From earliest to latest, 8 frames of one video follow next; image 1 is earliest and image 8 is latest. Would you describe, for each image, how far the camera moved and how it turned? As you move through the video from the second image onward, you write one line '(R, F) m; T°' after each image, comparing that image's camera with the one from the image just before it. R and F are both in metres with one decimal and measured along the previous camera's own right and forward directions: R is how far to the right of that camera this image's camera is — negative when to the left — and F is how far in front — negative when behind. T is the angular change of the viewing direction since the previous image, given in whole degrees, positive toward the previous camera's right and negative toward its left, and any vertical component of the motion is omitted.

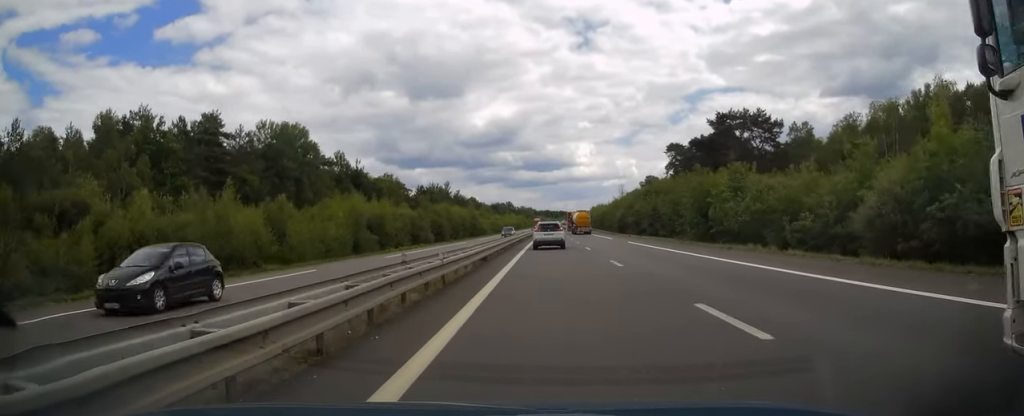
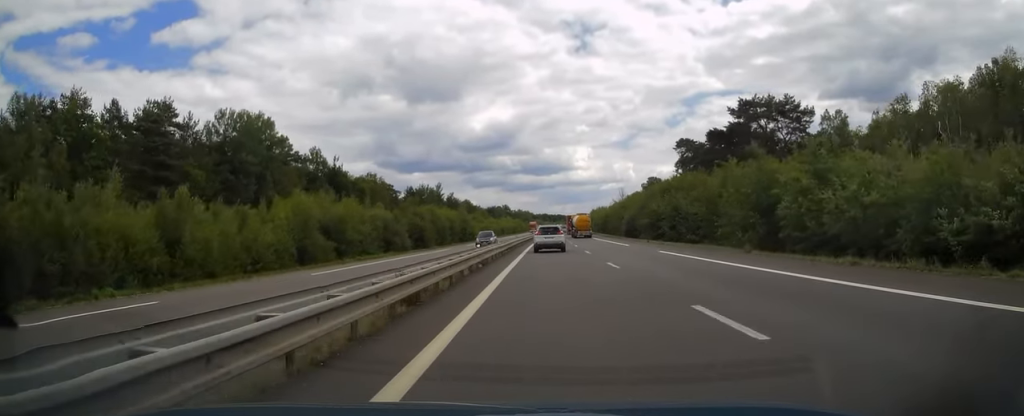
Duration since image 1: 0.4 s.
(0.0, +12.8) m; 0°
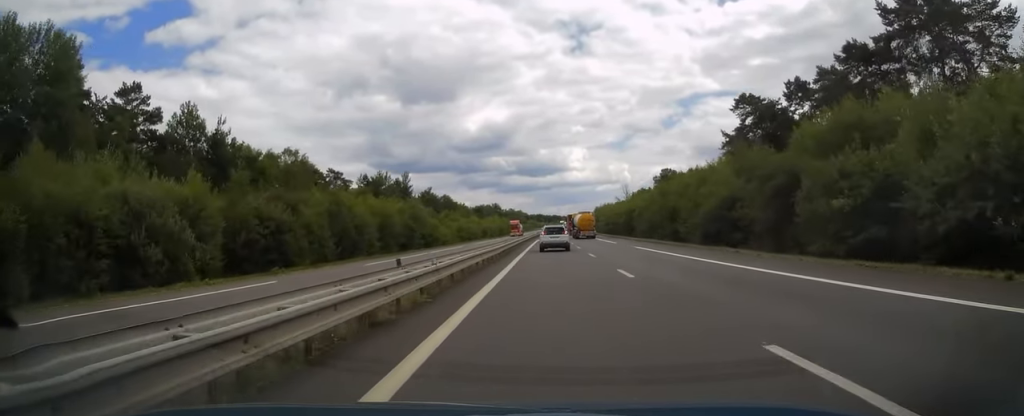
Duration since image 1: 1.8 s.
(+0.3, +43.2) m; +1°
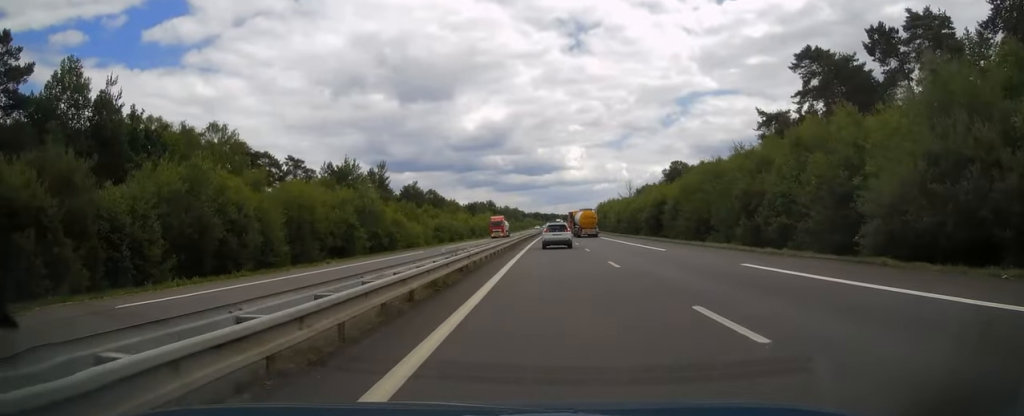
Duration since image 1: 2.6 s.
(+0.1, +22.9) m; +1°
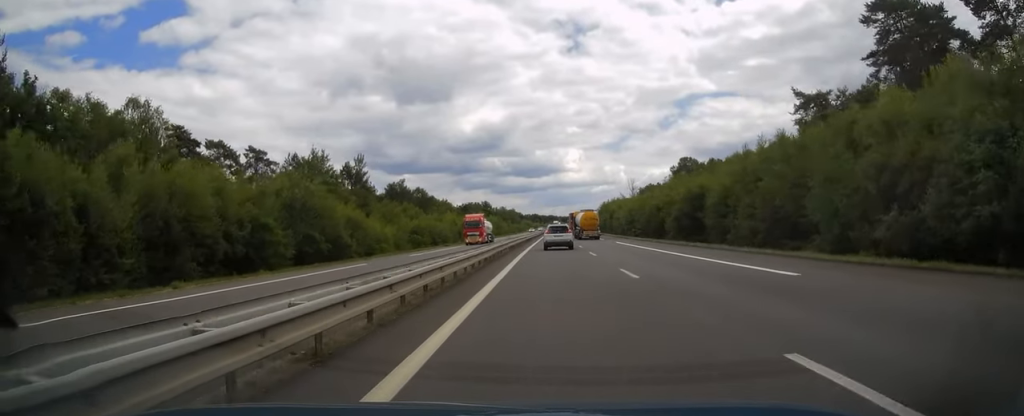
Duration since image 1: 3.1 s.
(+0.1, +16.7) m; 0°
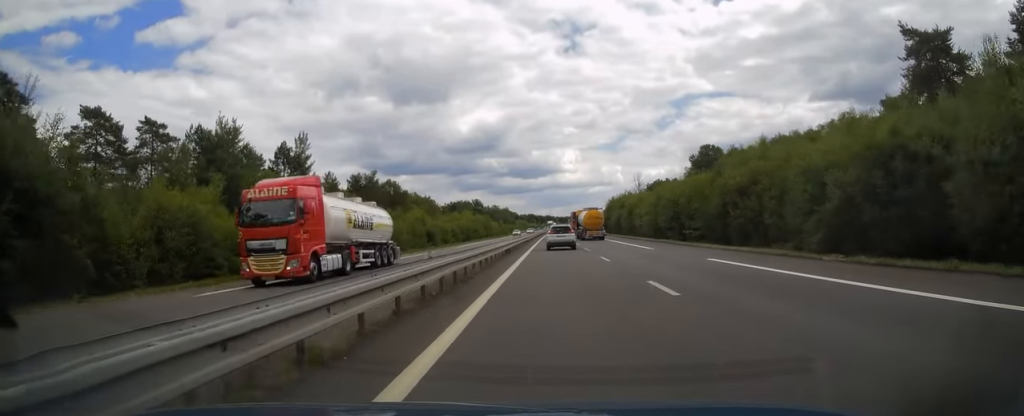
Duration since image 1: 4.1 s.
(0.0, +30.7) m; 0°
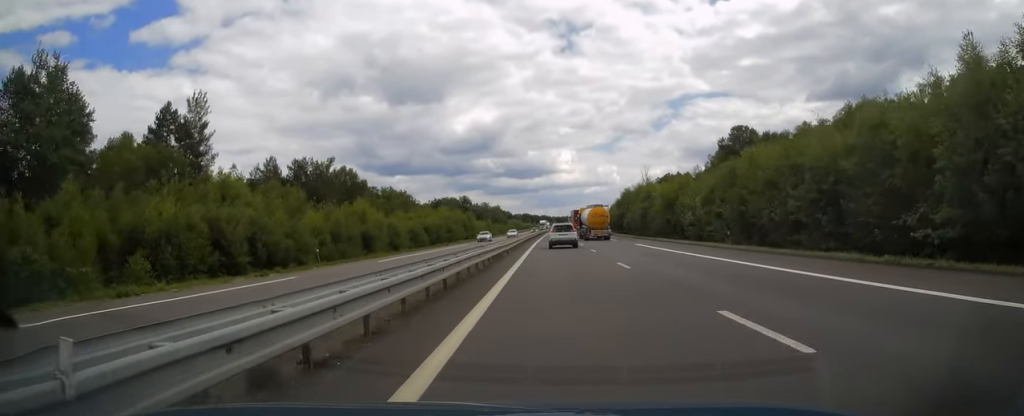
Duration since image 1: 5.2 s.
(0.0, +32.0) m; 0°
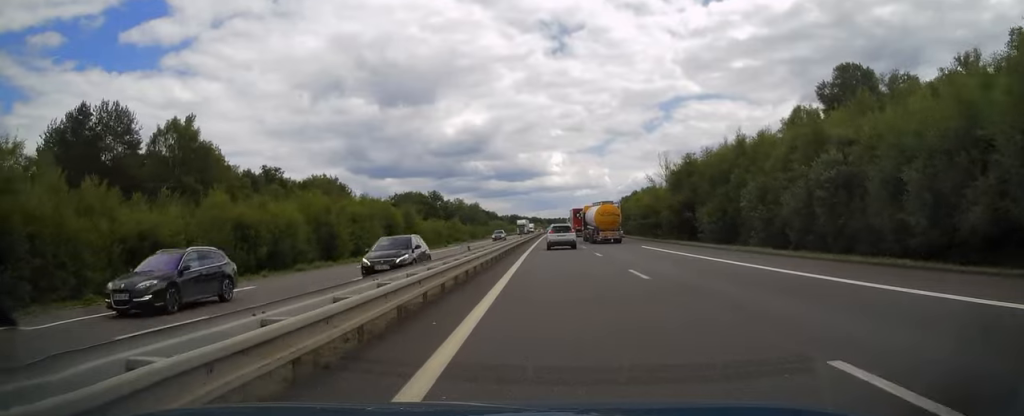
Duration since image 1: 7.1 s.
(+0.7, +56.3) m; +1°
